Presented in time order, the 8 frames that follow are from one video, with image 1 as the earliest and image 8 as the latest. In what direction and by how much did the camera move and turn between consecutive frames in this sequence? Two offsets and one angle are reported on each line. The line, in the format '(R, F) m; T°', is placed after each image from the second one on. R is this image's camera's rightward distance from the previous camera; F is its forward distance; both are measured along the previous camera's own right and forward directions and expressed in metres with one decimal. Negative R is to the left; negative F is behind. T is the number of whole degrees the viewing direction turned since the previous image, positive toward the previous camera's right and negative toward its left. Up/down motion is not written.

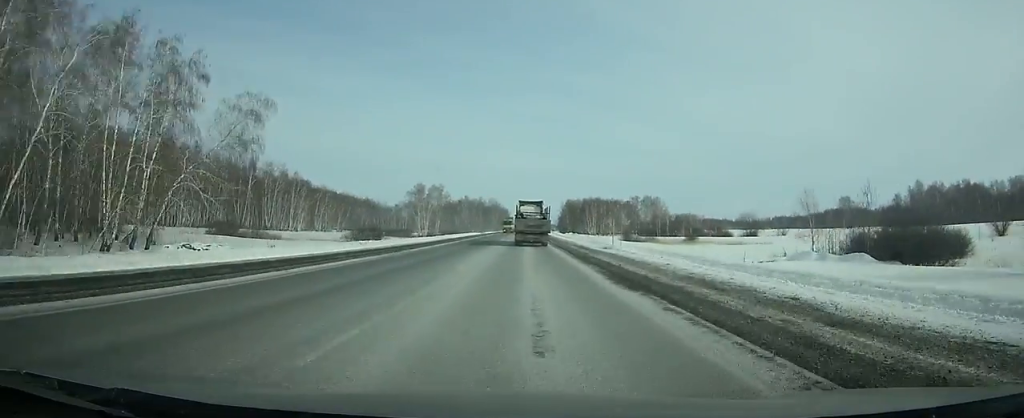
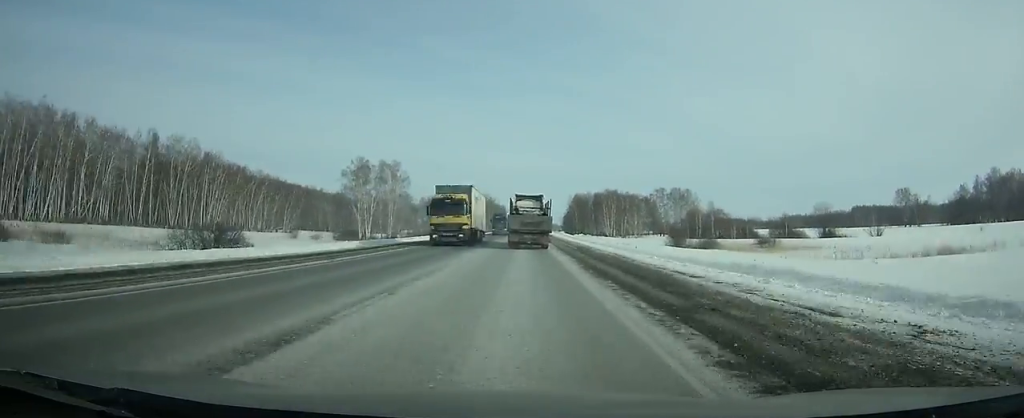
(0.0, +58.4) m; 0°
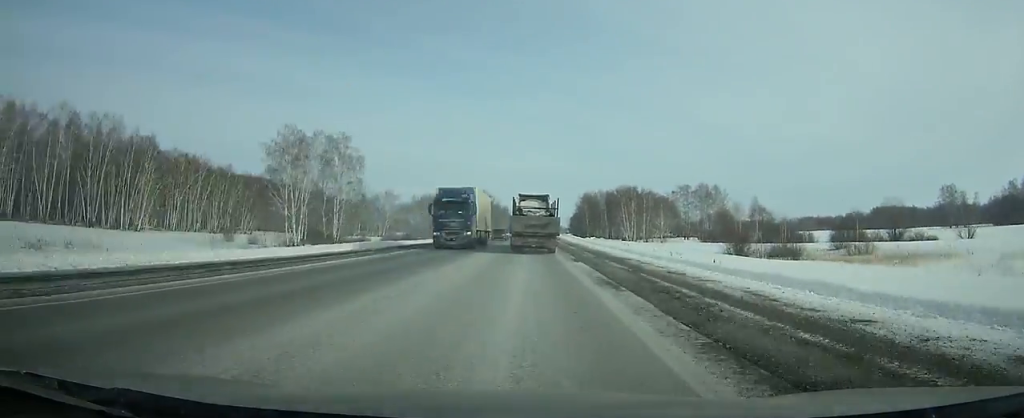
(-0.1, +32.7) m; 0°
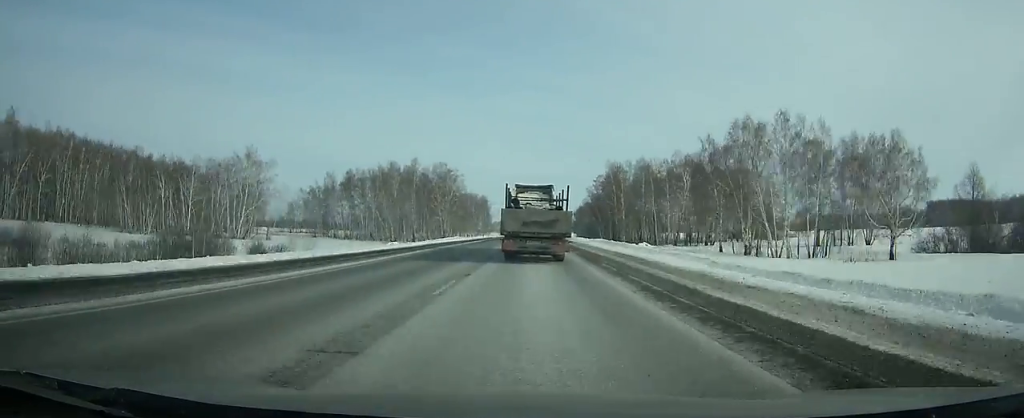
(+0.3, +108.2) m; +1°
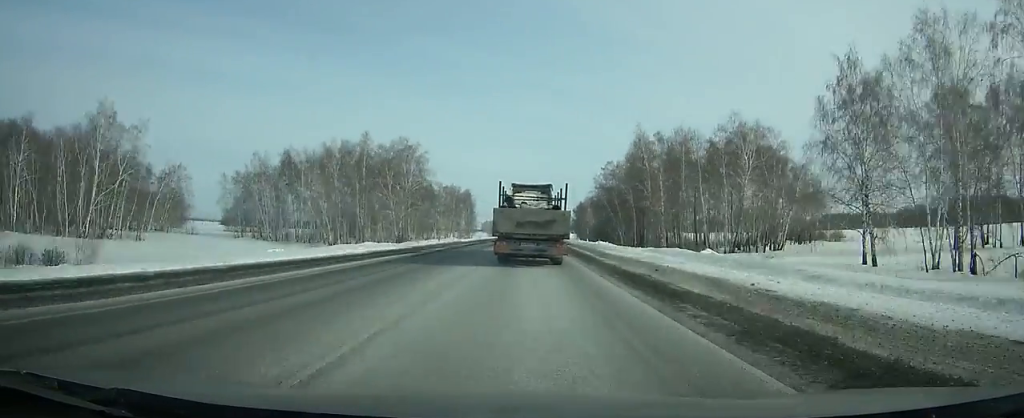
(+0.1, +44.3) m; +1°
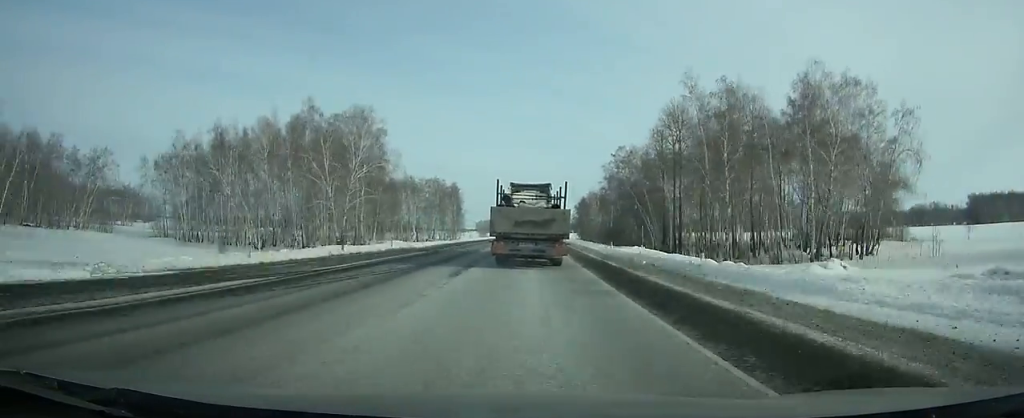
(+0.3, +29.5) m; +1°
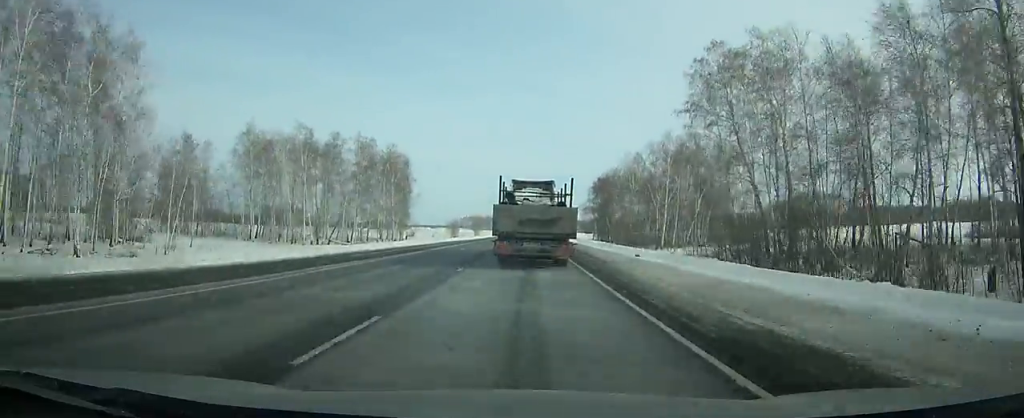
(+0.9, +78.7) m; +1°
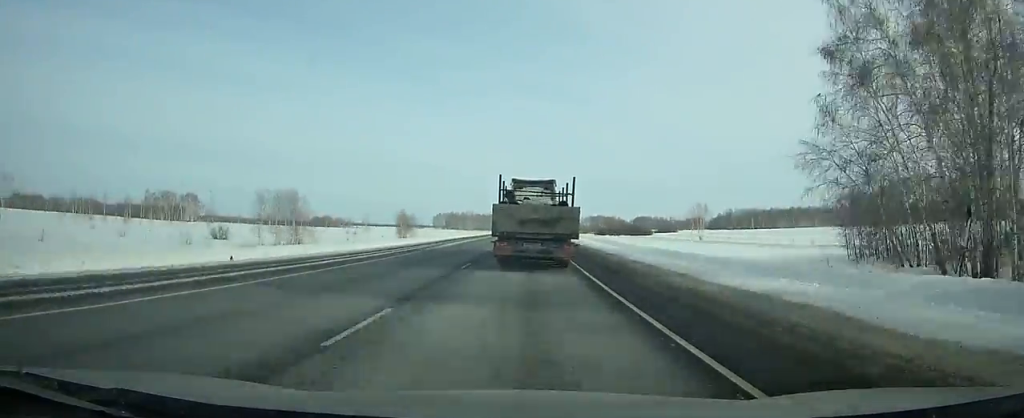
(+1.9, +130.9) m; +2°
